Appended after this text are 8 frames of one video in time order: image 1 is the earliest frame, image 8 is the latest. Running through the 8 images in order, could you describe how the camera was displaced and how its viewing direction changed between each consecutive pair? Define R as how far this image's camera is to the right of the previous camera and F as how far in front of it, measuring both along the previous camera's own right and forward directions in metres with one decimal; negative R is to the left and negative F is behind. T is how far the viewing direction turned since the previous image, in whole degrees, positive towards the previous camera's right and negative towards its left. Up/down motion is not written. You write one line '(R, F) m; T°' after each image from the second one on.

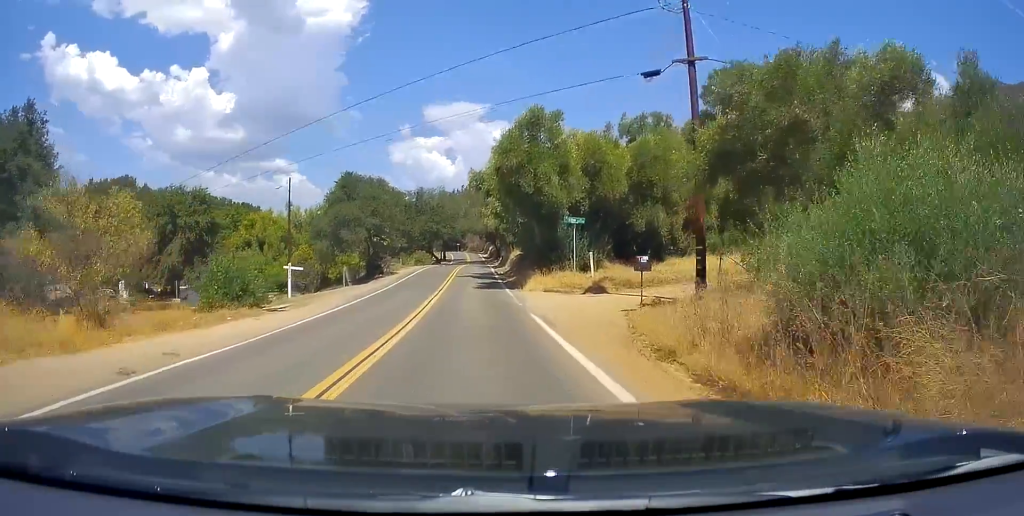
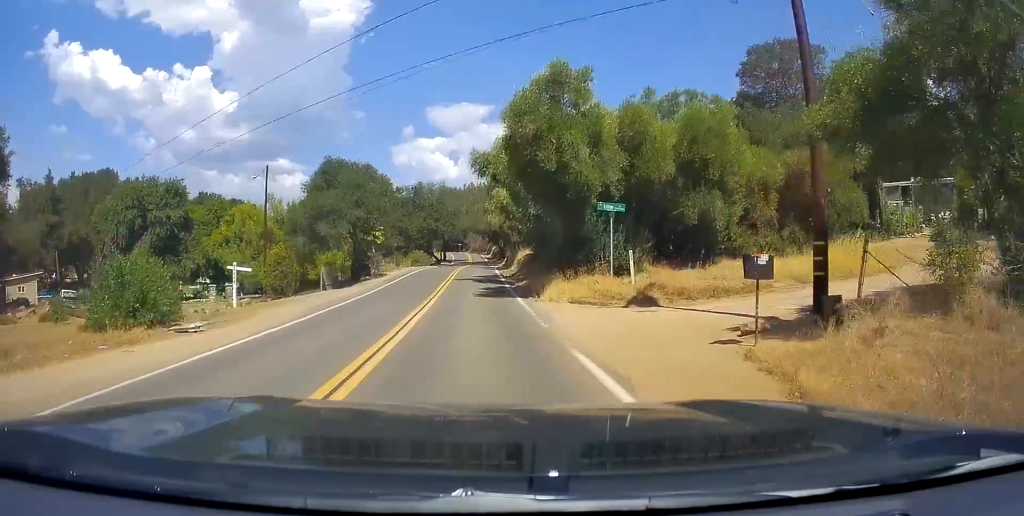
(+0.1, +6.9) m; -1°
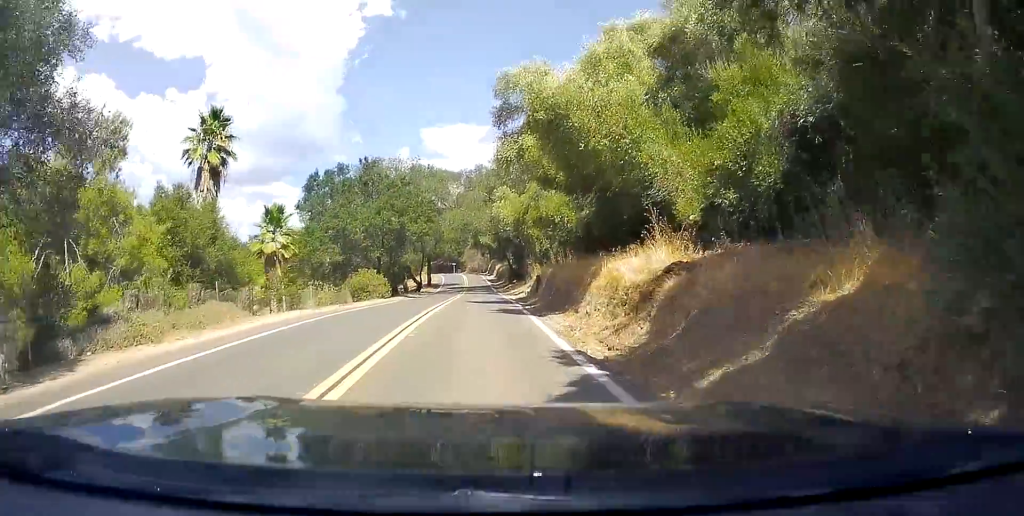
(+0.7, +36.4) m; +3°
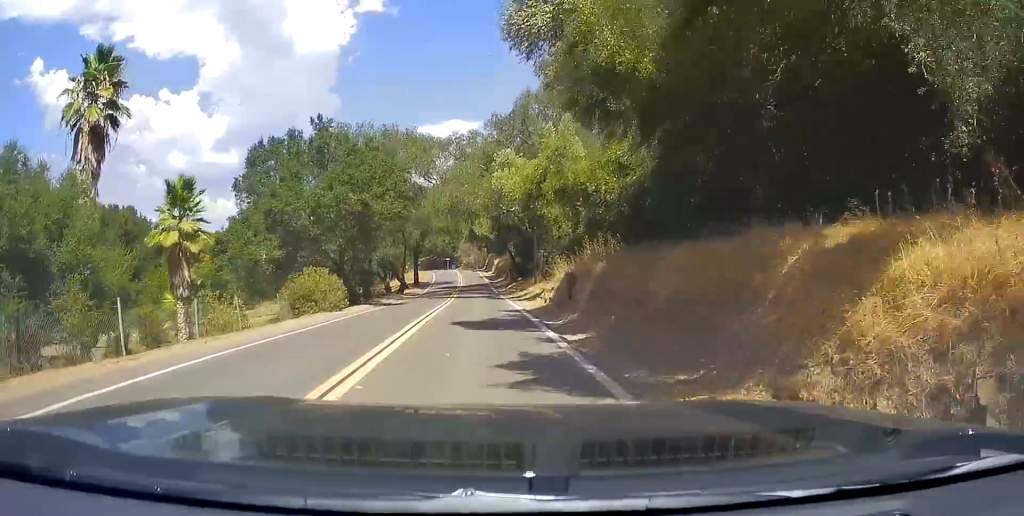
(-0.1, +13.0) m; 0°
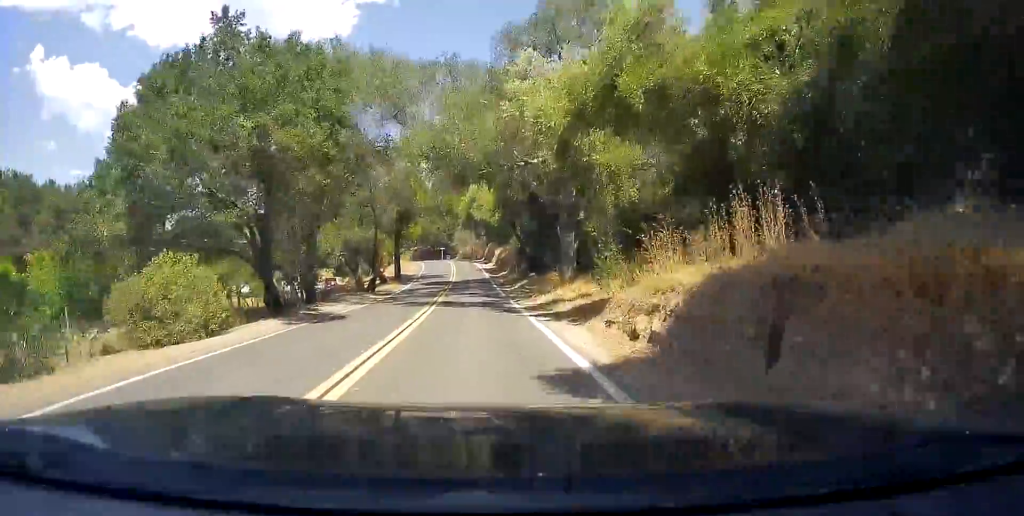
(+0.2, +14.4) m; -1°
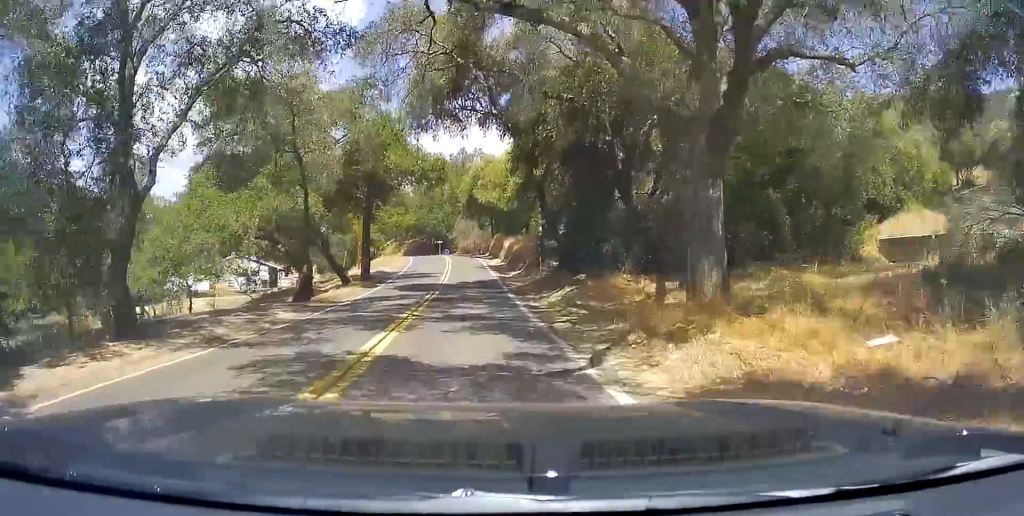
(-0.4, +16.6) m; -1°
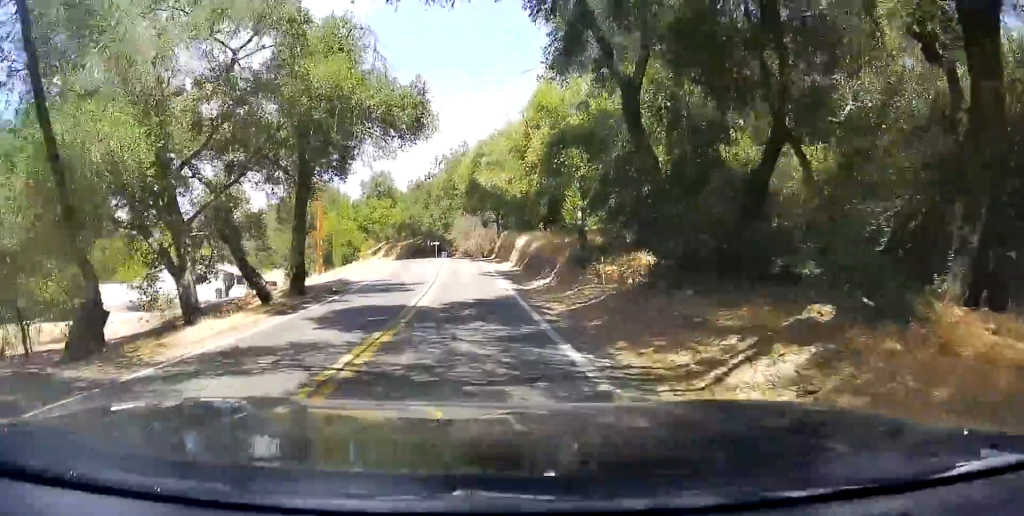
(+0.2, +14.9) m; 0°
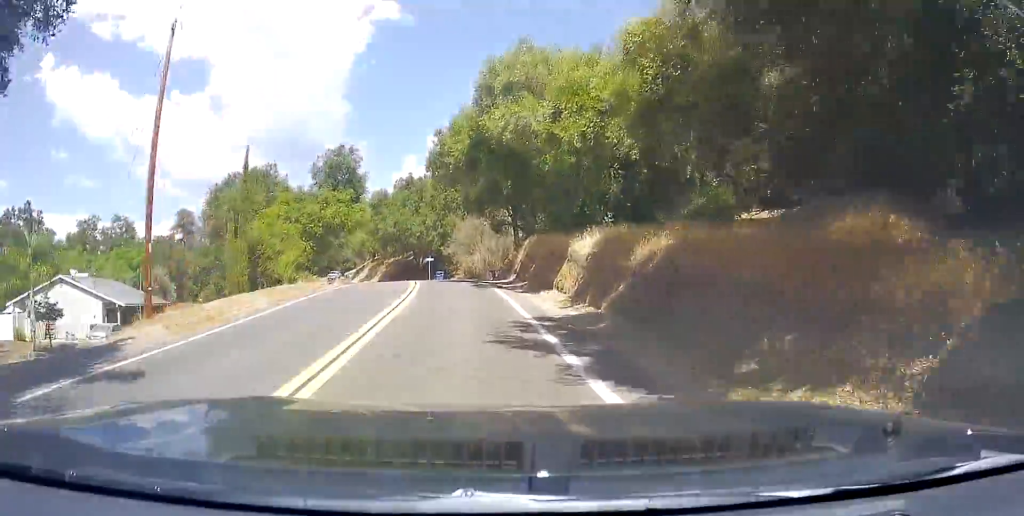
(-0.3, +23.3) m; -2°
